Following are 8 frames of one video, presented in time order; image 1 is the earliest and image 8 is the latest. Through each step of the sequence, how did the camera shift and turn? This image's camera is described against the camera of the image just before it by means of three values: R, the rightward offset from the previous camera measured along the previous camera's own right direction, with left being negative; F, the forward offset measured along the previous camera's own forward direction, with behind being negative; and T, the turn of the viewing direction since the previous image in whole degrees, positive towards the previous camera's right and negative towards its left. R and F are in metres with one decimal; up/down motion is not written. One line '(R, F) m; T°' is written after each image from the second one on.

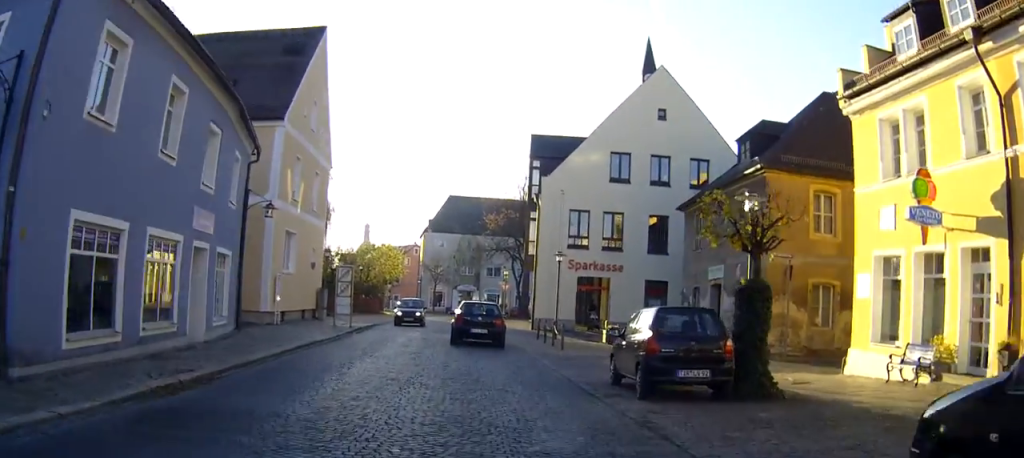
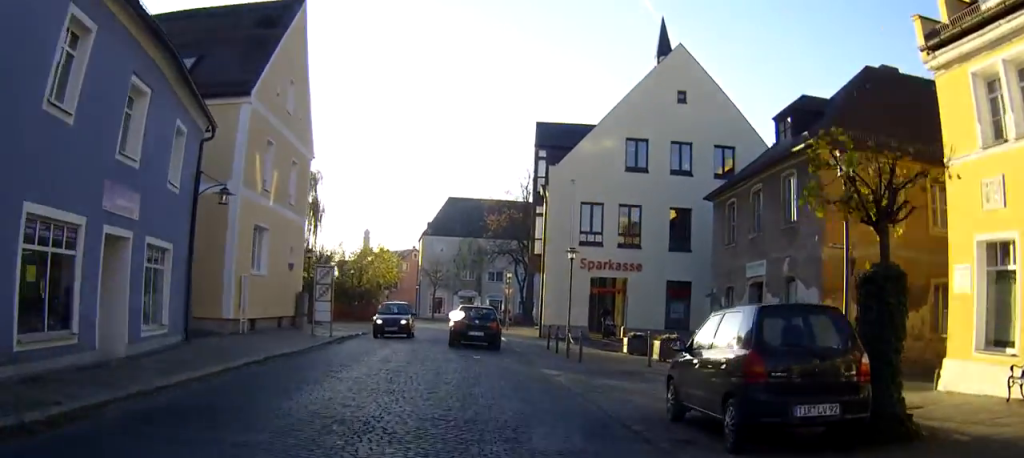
(0.0, +4.3) m; 0°
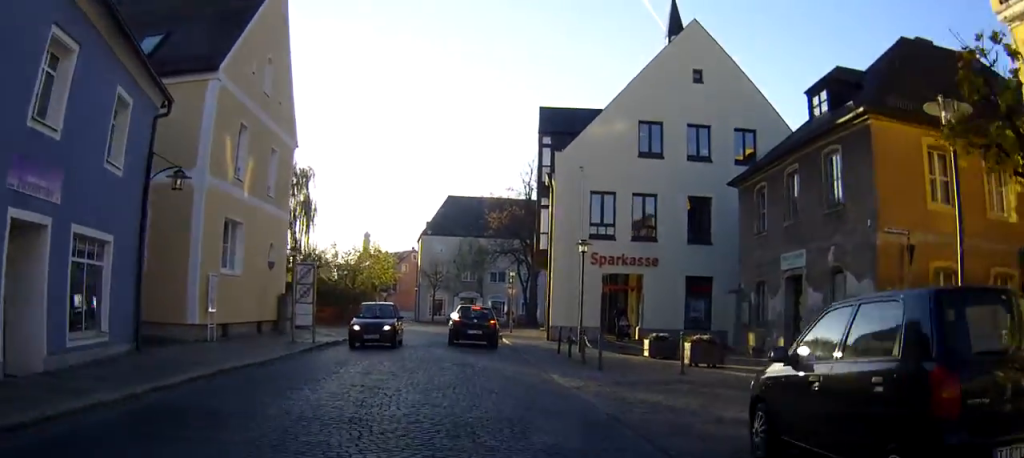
(0.0, +3.1) m; 0°
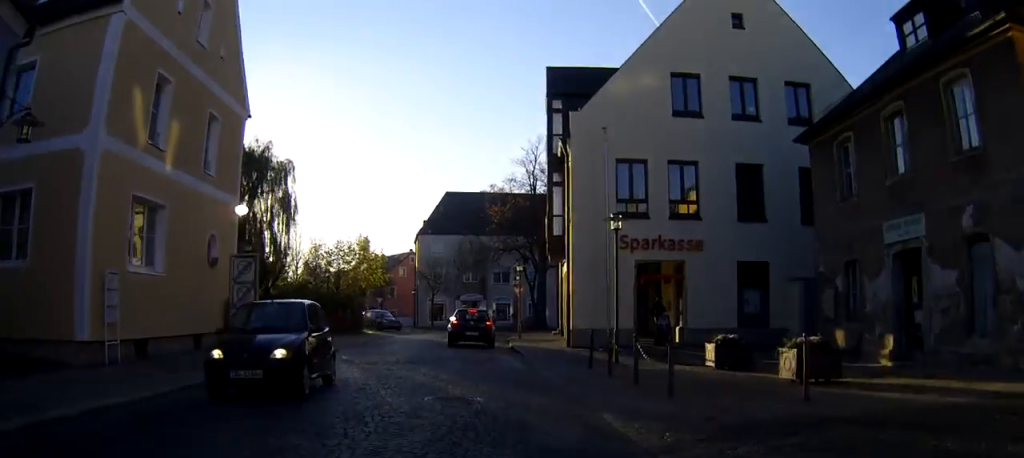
(0.0, +6.6) m; -1°
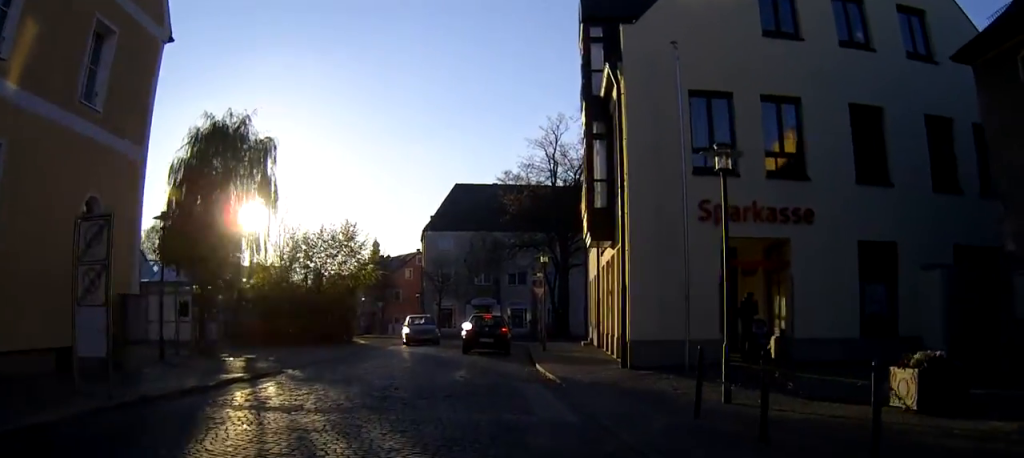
(-0.3, +8.0) m; -3°
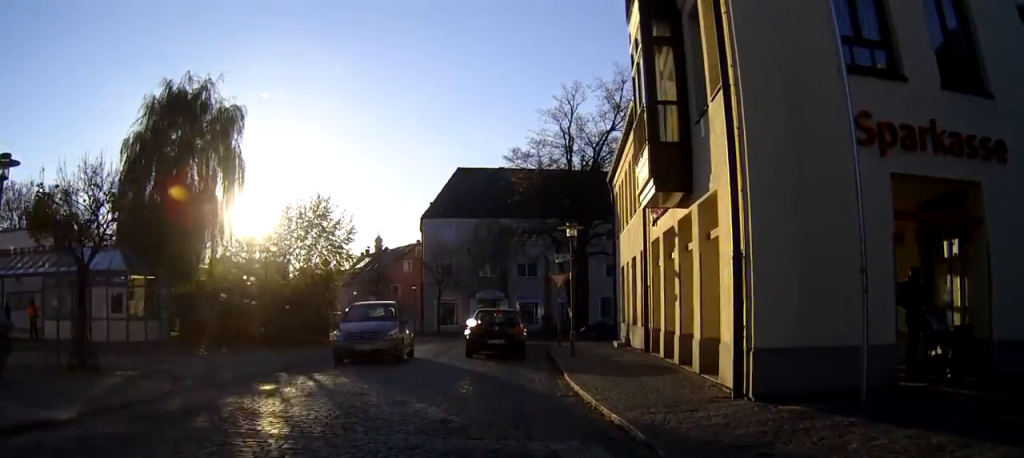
(0.0, +7.5) m; 0°
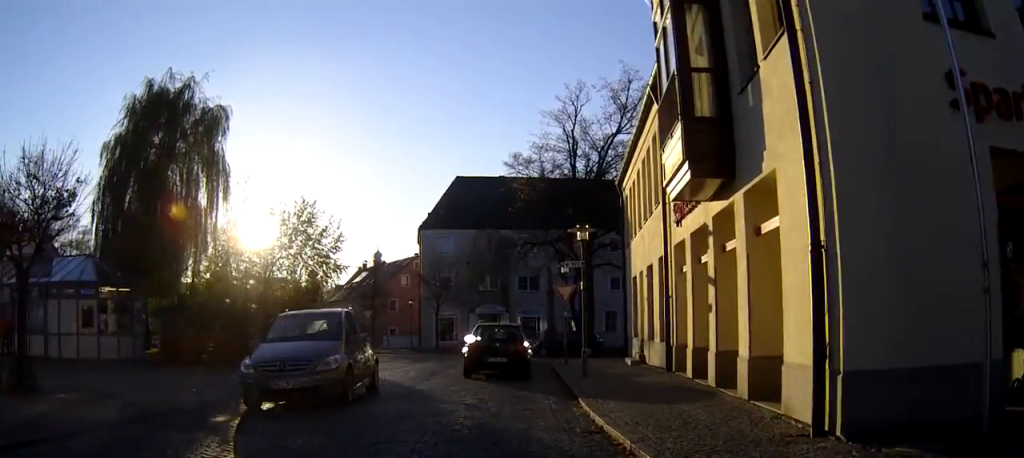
(0.0, +2.4) m; +1°
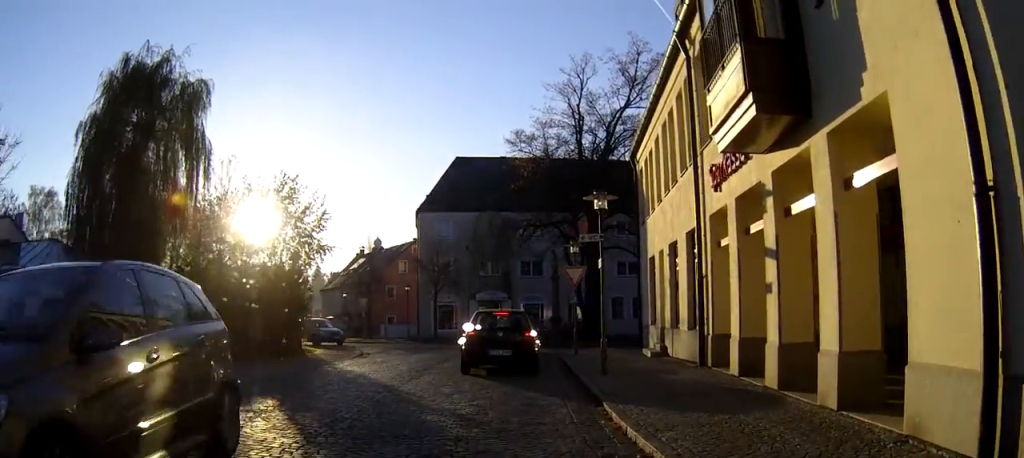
(0.0, +2.7) m; +1°
